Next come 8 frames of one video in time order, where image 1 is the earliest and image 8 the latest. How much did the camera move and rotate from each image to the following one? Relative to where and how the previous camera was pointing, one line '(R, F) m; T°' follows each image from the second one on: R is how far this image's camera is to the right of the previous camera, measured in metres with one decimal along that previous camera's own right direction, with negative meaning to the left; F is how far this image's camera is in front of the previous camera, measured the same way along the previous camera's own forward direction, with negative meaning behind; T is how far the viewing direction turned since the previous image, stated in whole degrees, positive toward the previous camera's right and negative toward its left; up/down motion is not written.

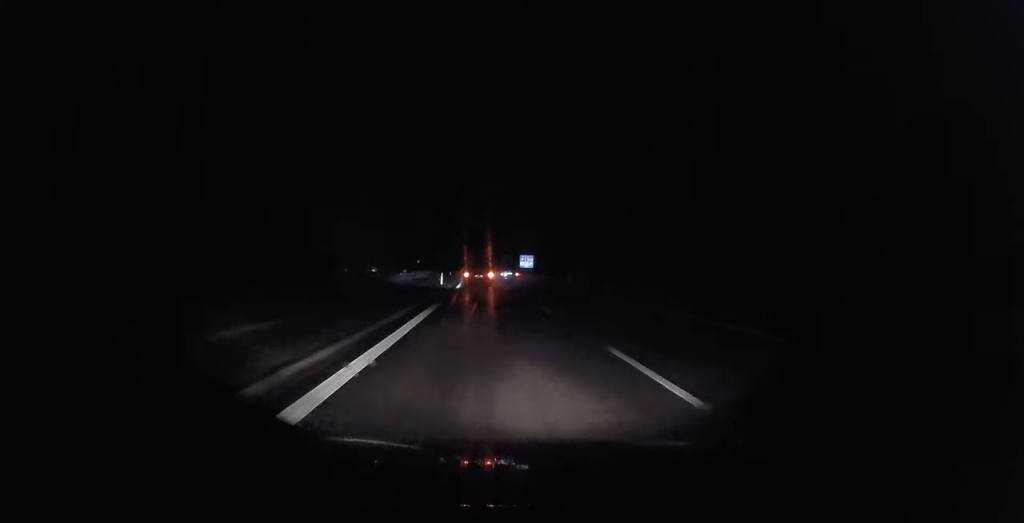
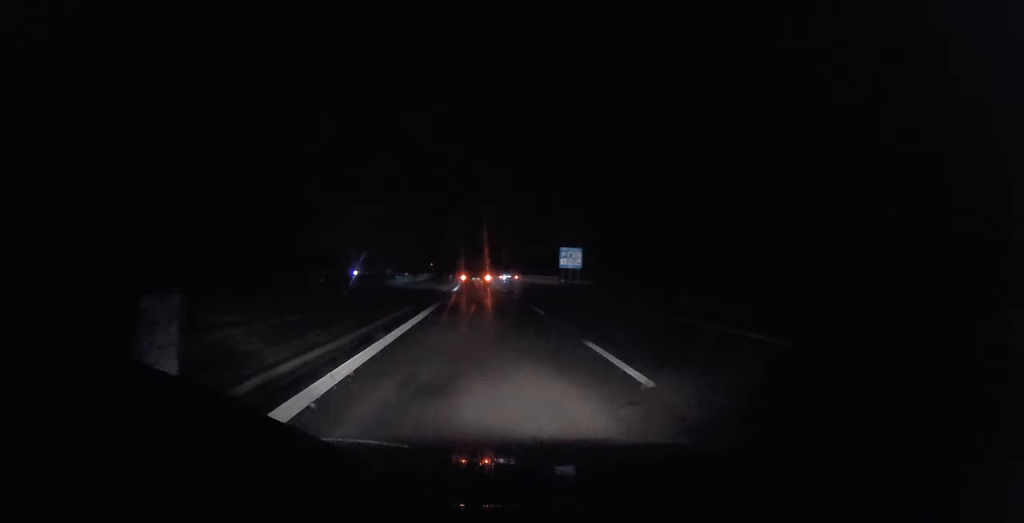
(-1.4, +46.9) m; -5°
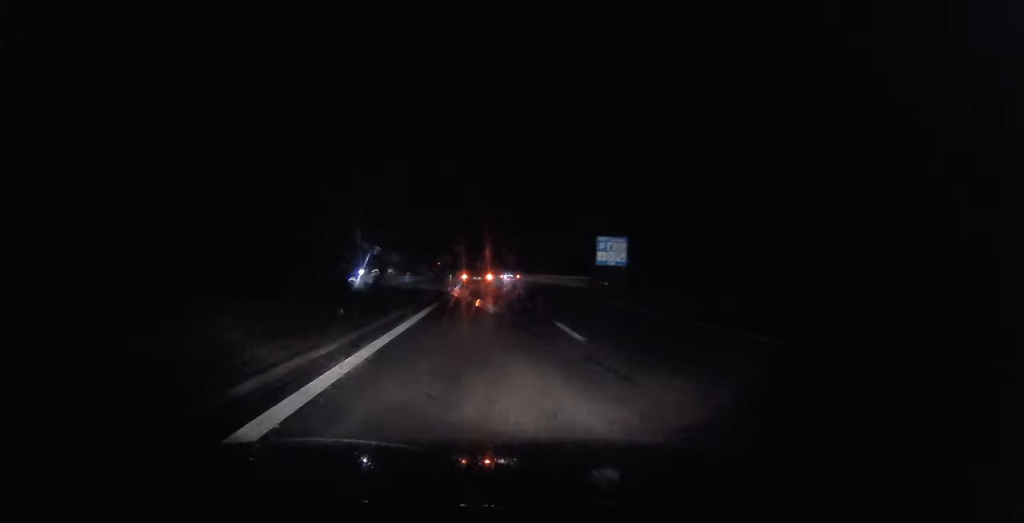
(-0.8, +19.6) m; -2°
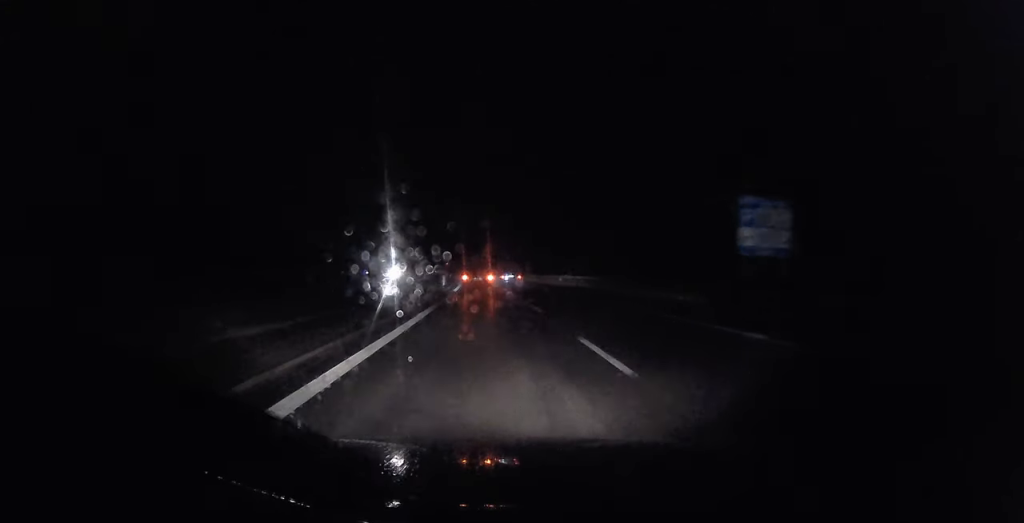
(-0.3, +27.5) m; -1°
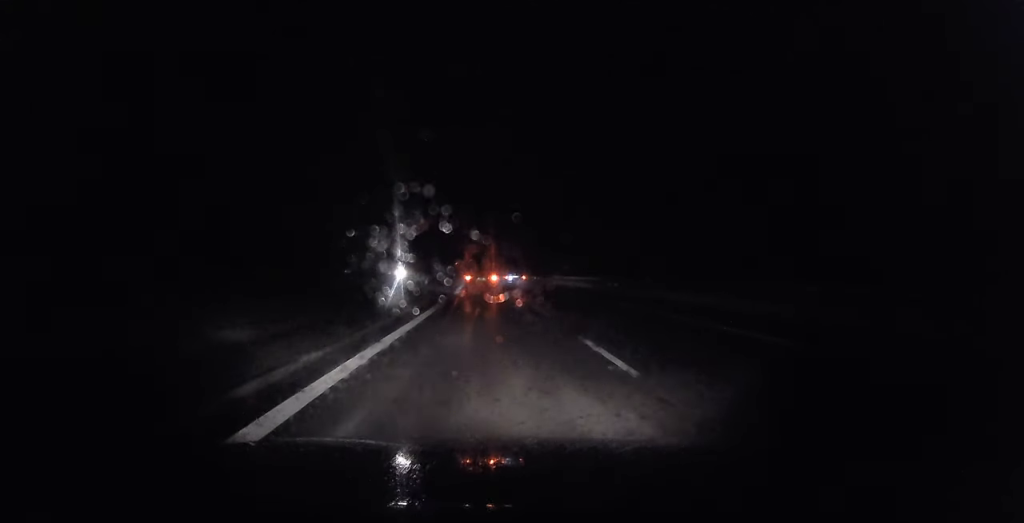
(0.0, +23.7) m; 0°
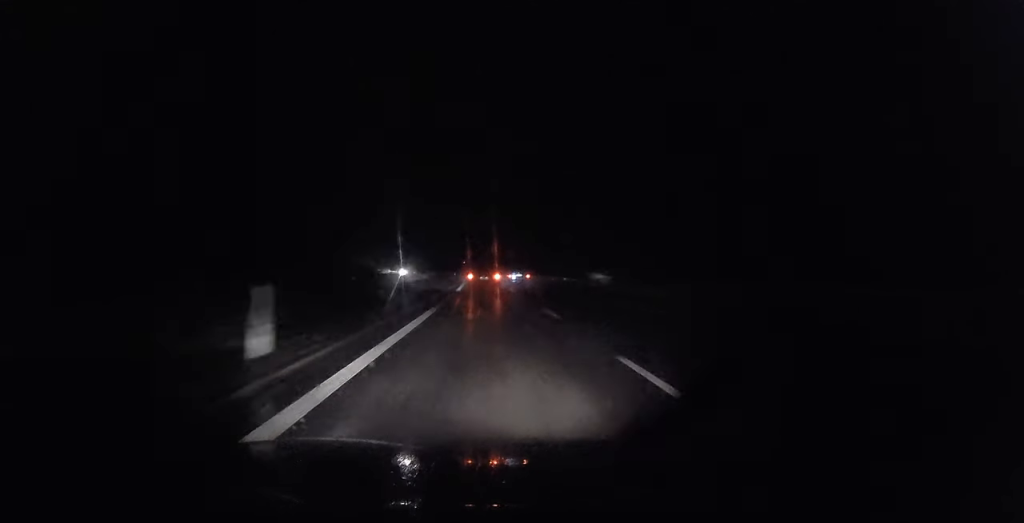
(0.0, +26.3) m; 0°
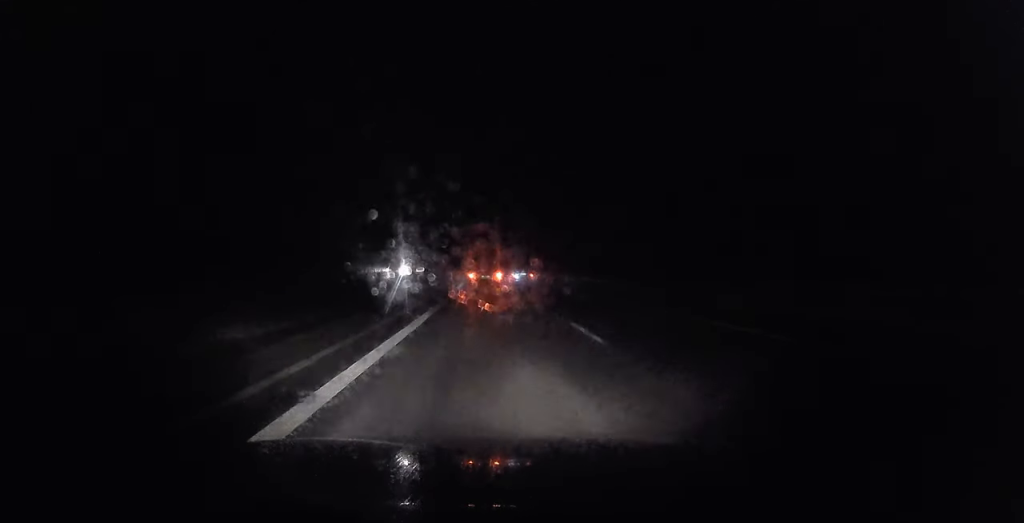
(0.0, +30.3) m; 0°
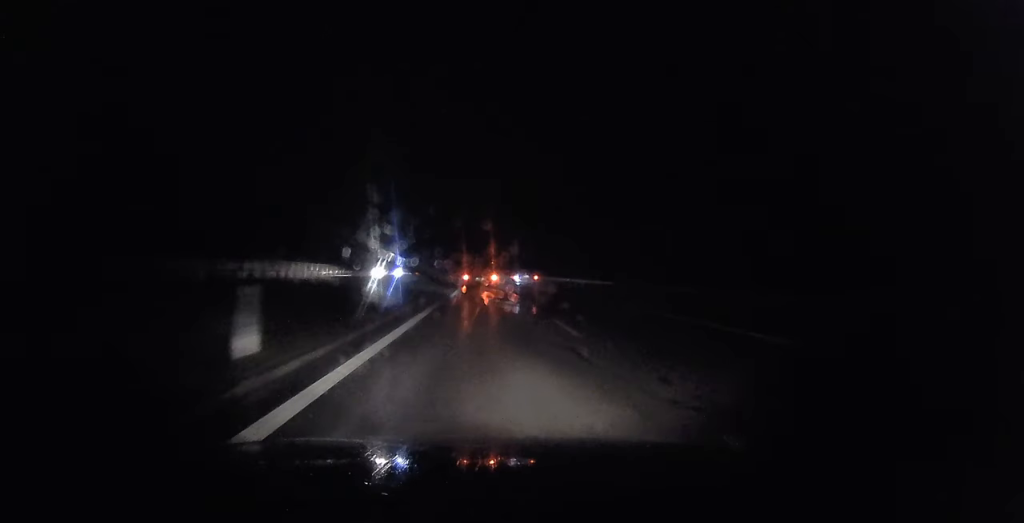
(-0.1, +71.1) m; 0°
